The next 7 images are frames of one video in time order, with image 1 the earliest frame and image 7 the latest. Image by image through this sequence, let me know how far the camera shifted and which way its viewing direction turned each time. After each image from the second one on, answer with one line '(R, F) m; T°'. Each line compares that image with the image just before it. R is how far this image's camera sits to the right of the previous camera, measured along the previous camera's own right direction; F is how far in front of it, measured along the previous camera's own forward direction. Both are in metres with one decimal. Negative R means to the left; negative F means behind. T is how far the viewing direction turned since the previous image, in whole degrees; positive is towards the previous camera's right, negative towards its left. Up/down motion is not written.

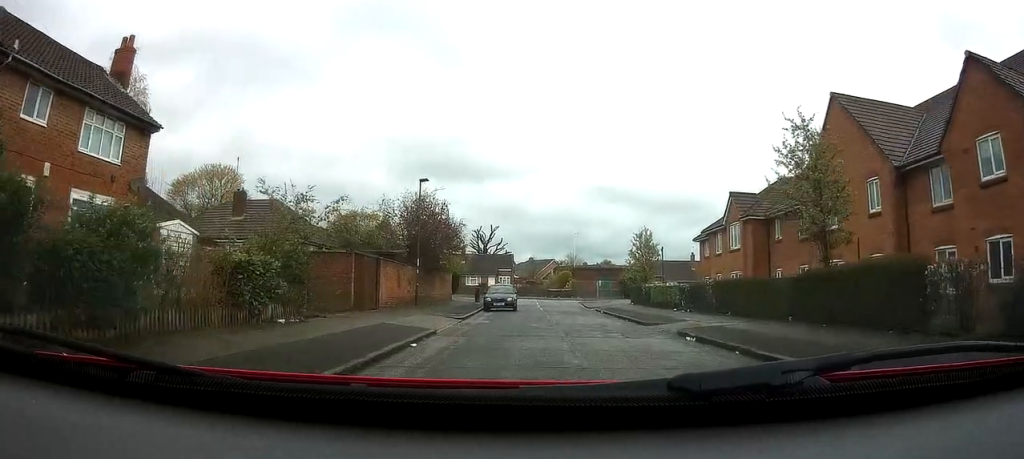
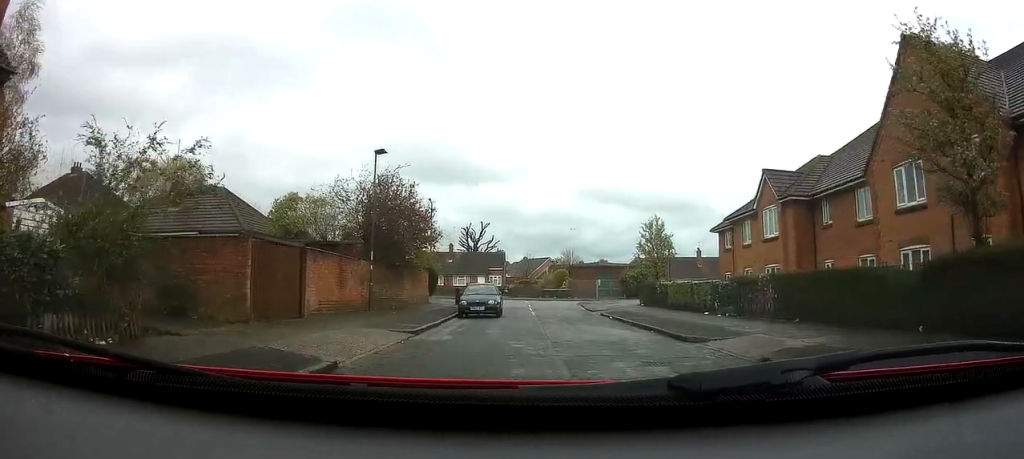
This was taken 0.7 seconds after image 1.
(0.0, +6.5) m; 0°
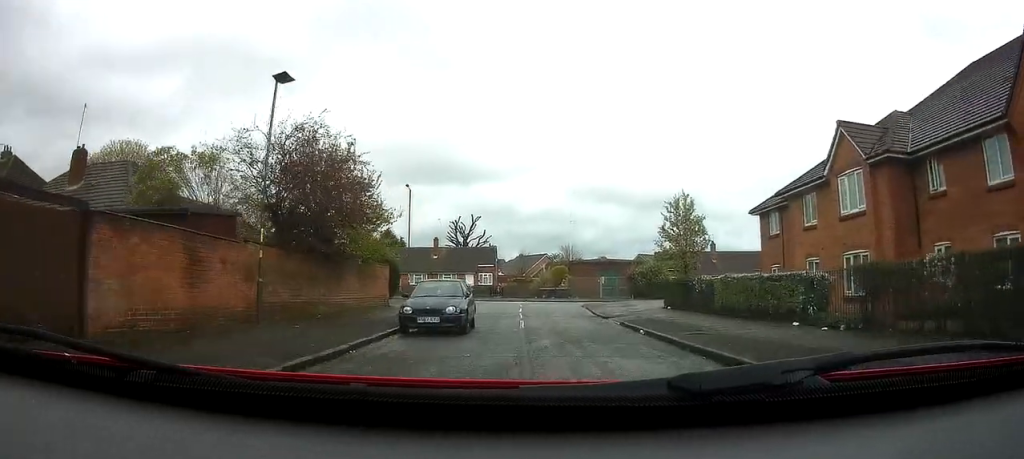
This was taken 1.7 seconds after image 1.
(0.0, +8.6) m; 0°
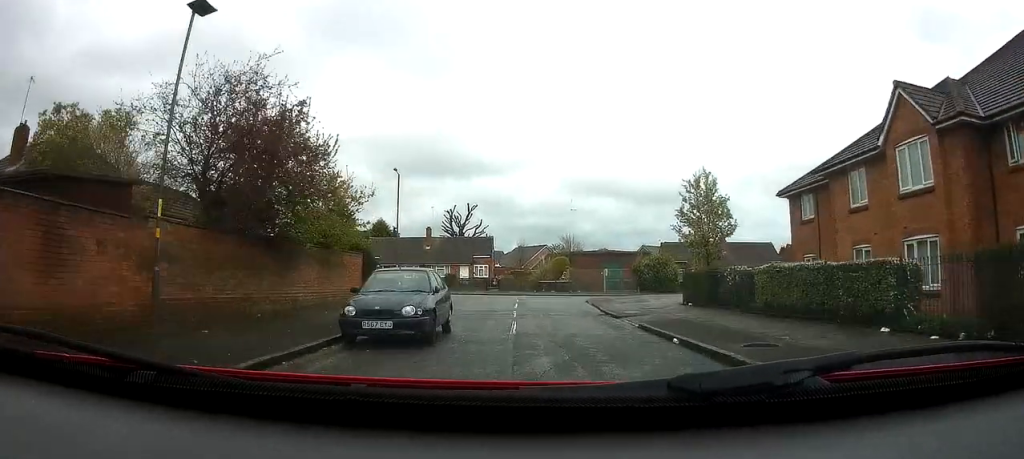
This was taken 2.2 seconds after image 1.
(0.0, +4.2) m; 0°
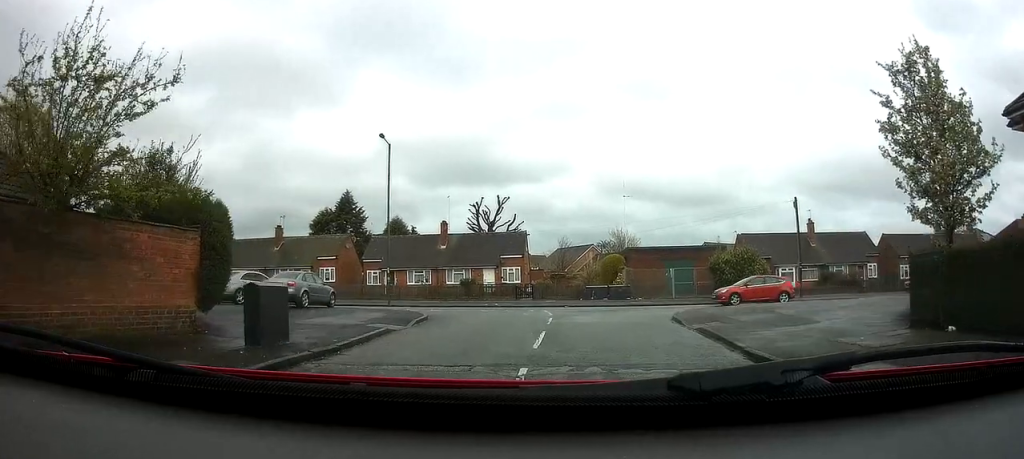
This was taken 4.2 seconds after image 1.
(-0.4, +13.9) m; -7°
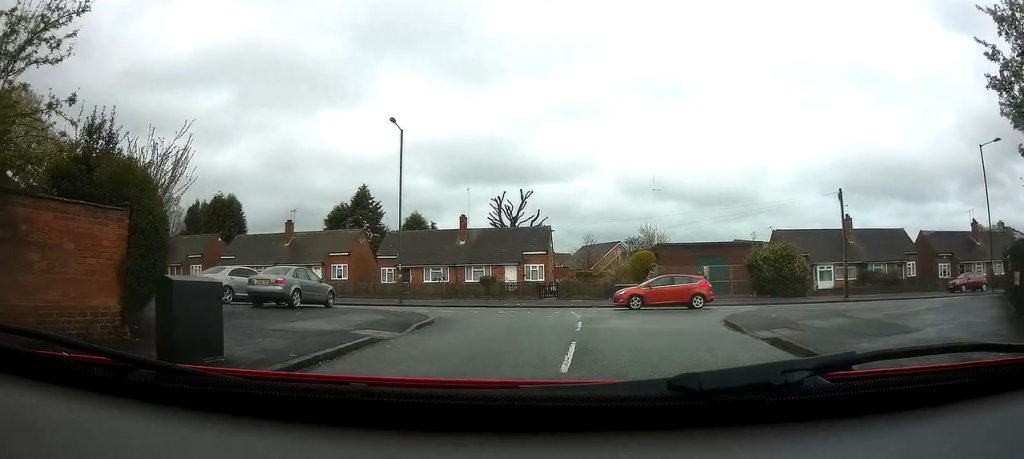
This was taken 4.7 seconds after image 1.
(-0.2, +3.1) m; -3°
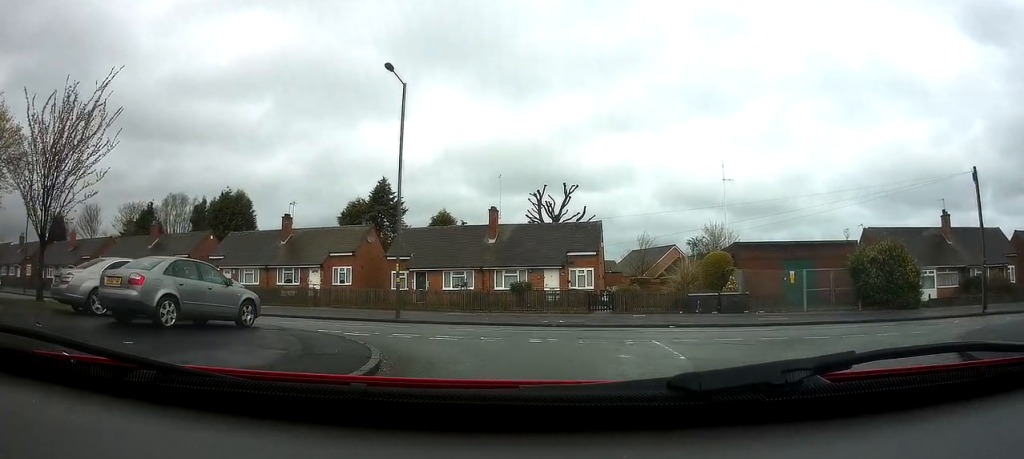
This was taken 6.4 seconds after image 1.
(-0.5, +9.8) m; -3°
